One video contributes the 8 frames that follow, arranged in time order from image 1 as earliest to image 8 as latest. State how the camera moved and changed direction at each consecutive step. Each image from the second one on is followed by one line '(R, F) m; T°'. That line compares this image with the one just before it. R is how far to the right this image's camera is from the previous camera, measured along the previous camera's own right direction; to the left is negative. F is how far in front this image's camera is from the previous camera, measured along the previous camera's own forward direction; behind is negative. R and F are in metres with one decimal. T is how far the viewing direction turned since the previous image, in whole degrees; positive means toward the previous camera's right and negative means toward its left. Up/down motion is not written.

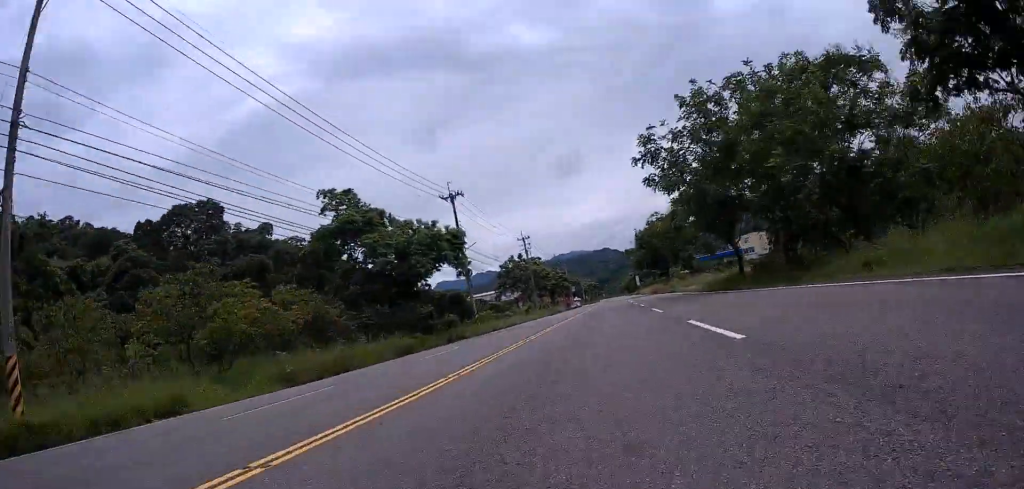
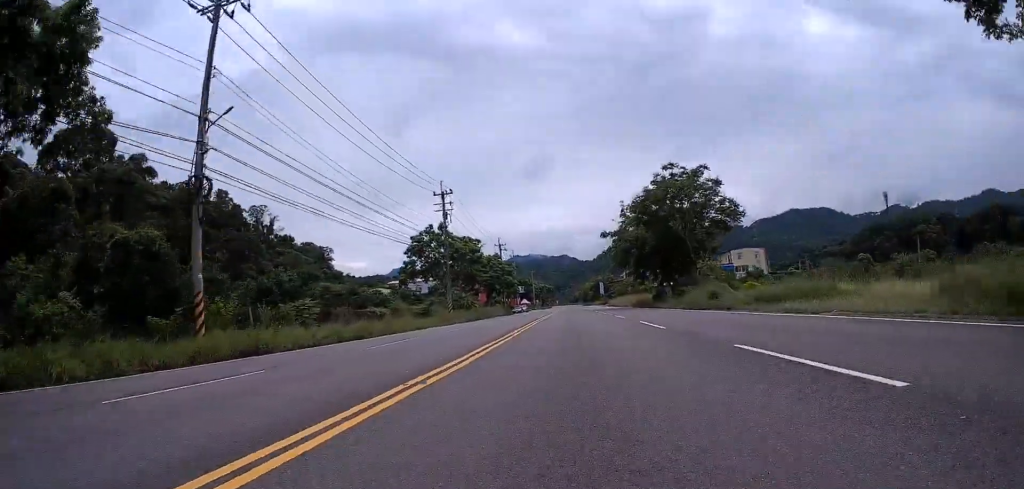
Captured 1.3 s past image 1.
(+1.7, +31.8) m; +5°
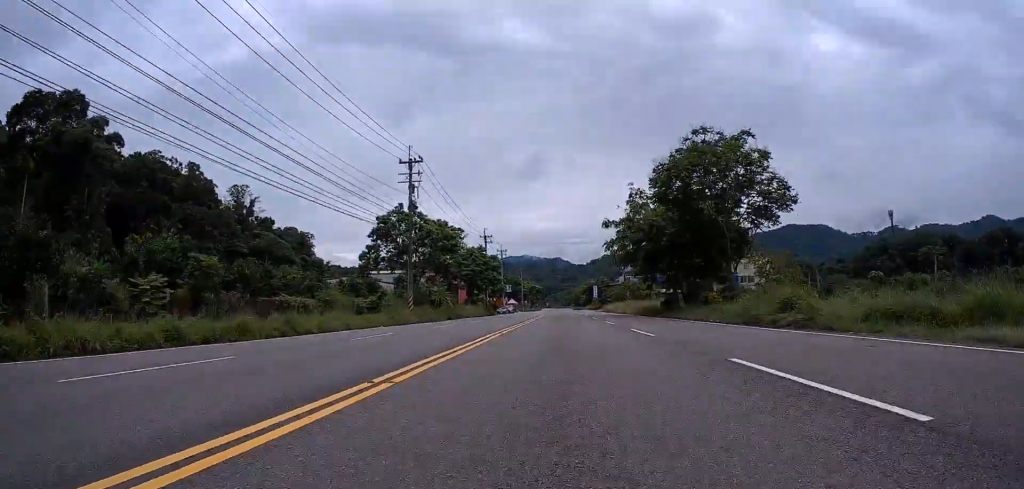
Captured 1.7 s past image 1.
(+0.2, +10.3) m; 0°
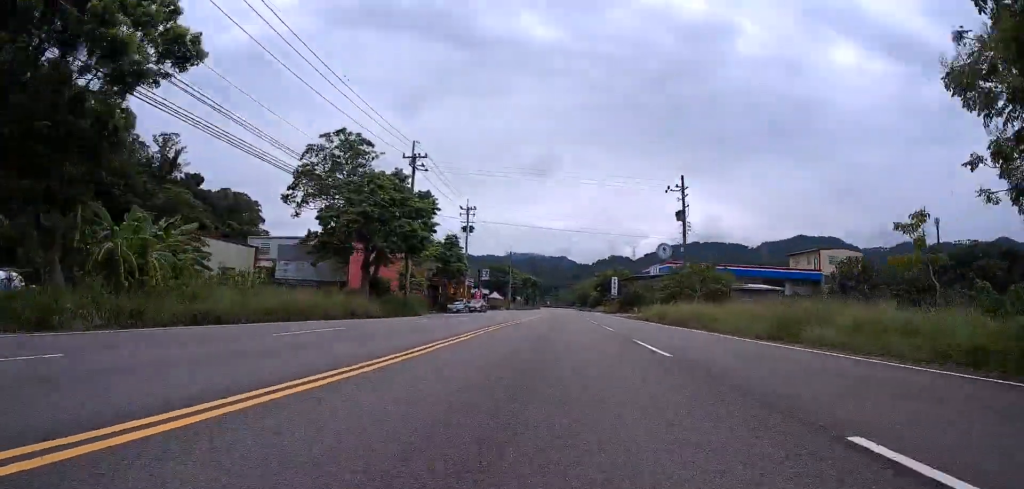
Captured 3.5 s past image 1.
(-1.7, +43.7) m; -2°
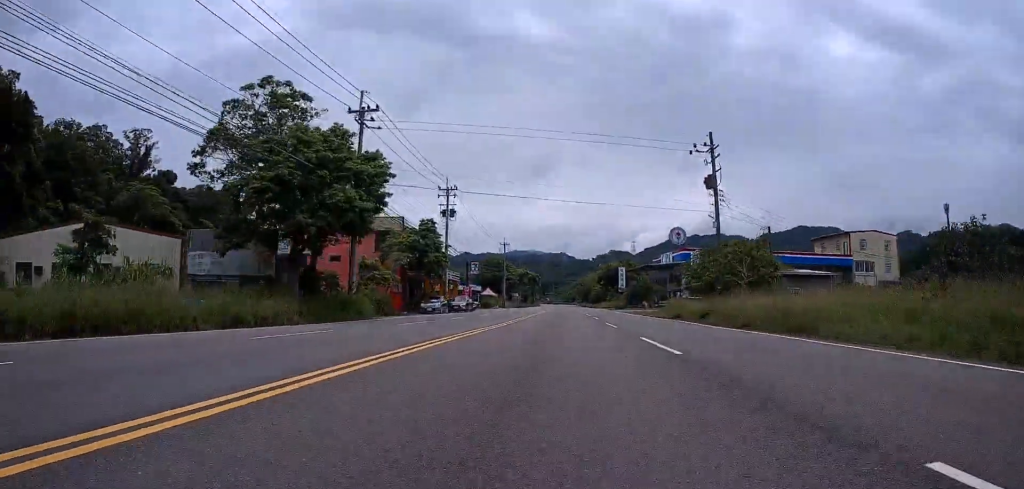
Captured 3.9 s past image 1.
(0.0, +10.9) m; 0°
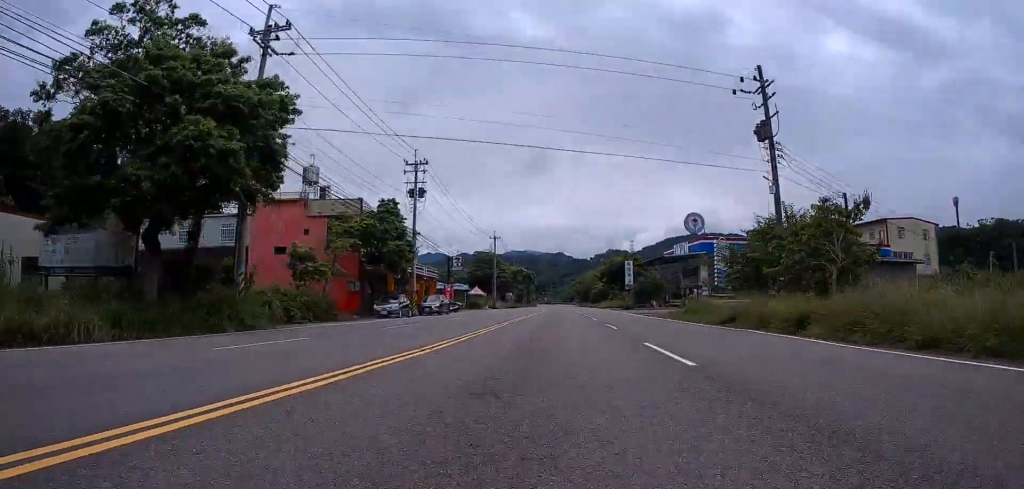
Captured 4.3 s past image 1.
(0.0, +11.3) m; 0°
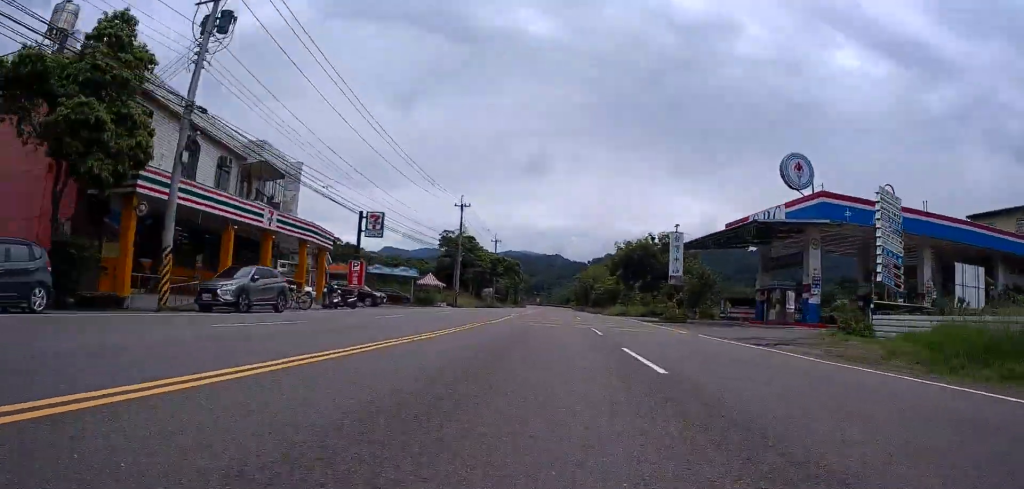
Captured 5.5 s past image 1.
(0.0, +29.5) m; 0°
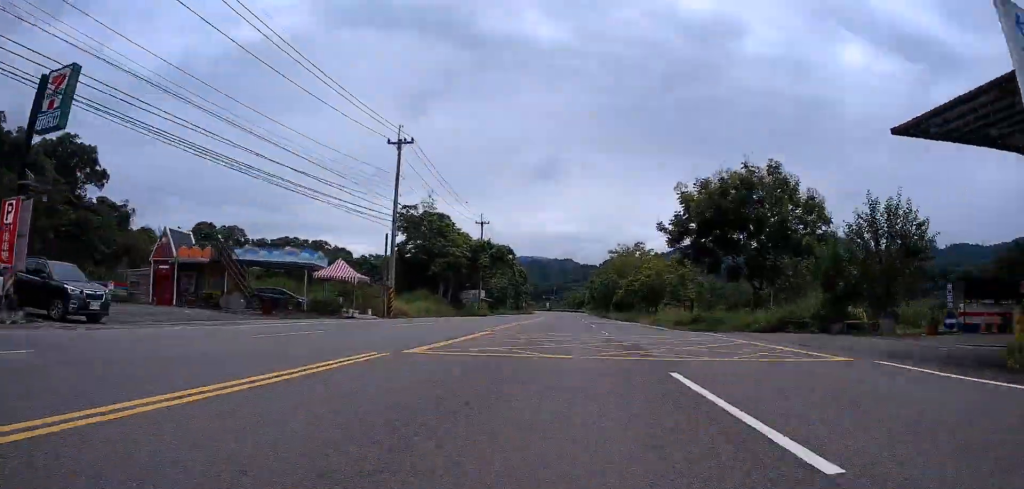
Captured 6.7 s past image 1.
(0.0, +29.3) m; 0°
